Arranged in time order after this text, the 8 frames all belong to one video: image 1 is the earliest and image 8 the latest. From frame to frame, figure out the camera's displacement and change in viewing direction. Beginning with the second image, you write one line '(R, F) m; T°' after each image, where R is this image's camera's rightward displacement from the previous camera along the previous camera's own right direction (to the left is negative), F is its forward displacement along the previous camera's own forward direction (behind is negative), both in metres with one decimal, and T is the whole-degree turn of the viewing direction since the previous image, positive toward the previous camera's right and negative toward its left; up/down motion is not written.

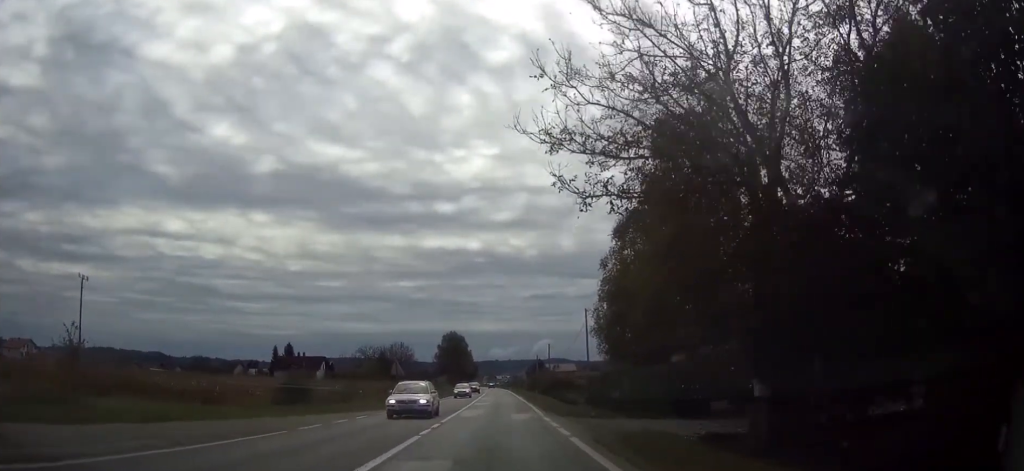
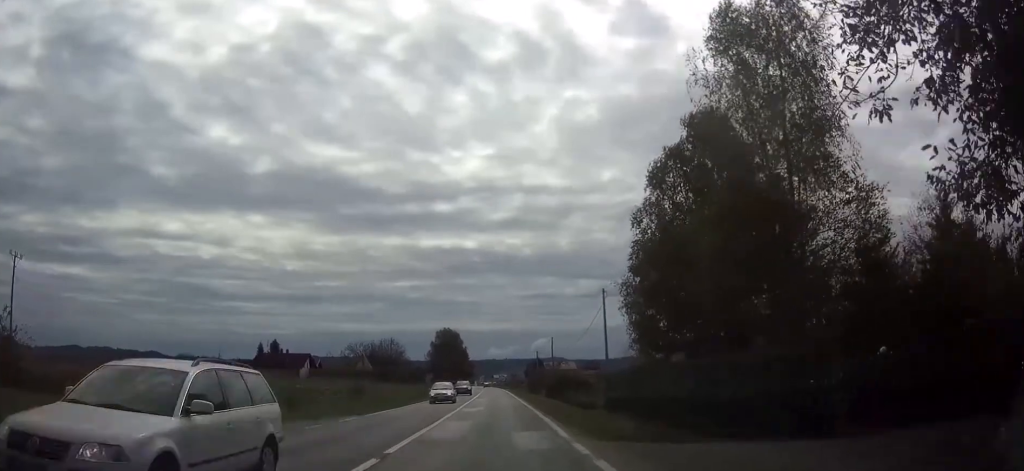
(0.0, +11.0) m; 0°
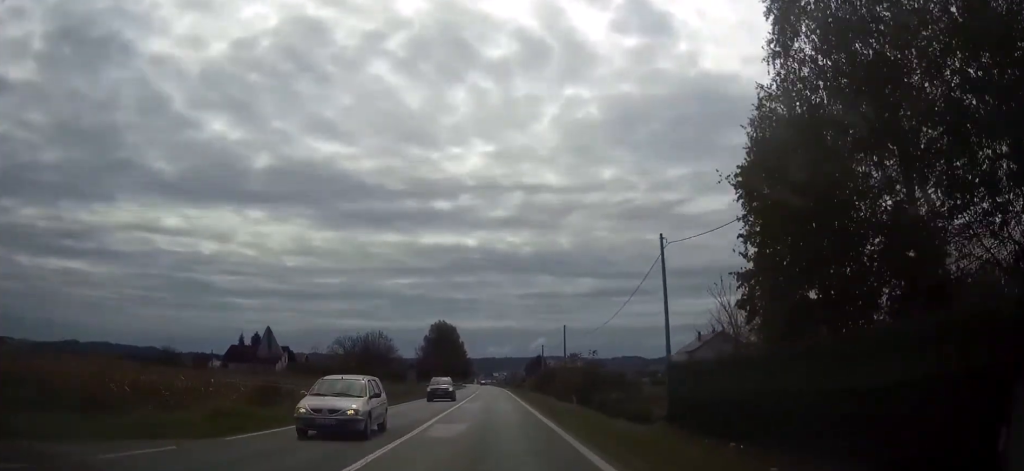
(0.0, +15.6) m; 0°
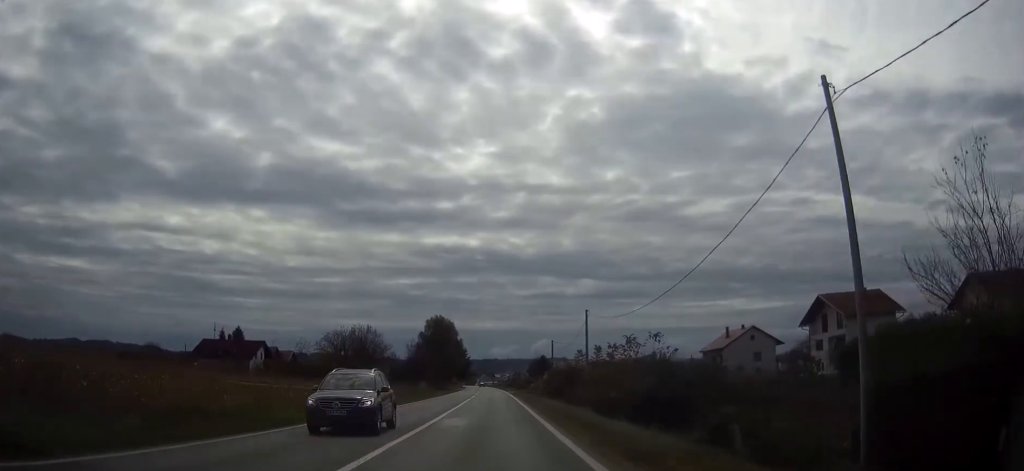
(0.0, +14.8) m; 0°
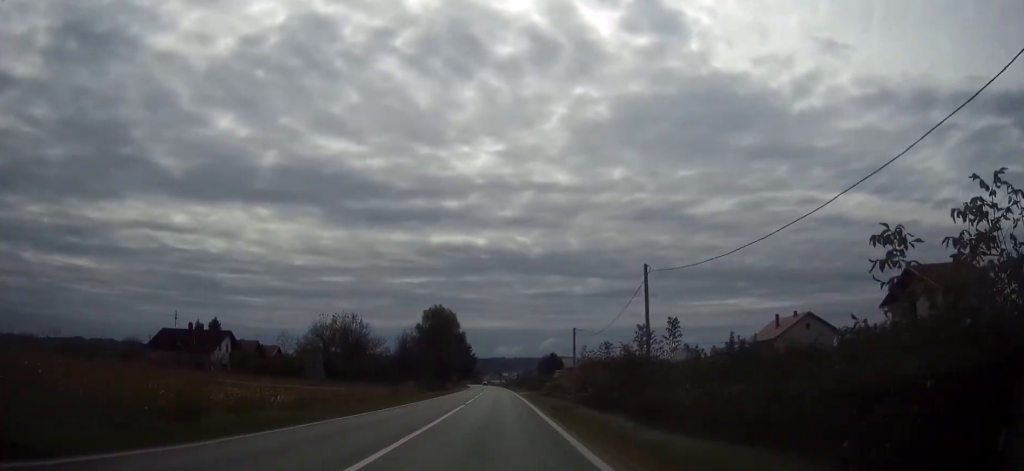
(-0.1, +17.8) m; -1°
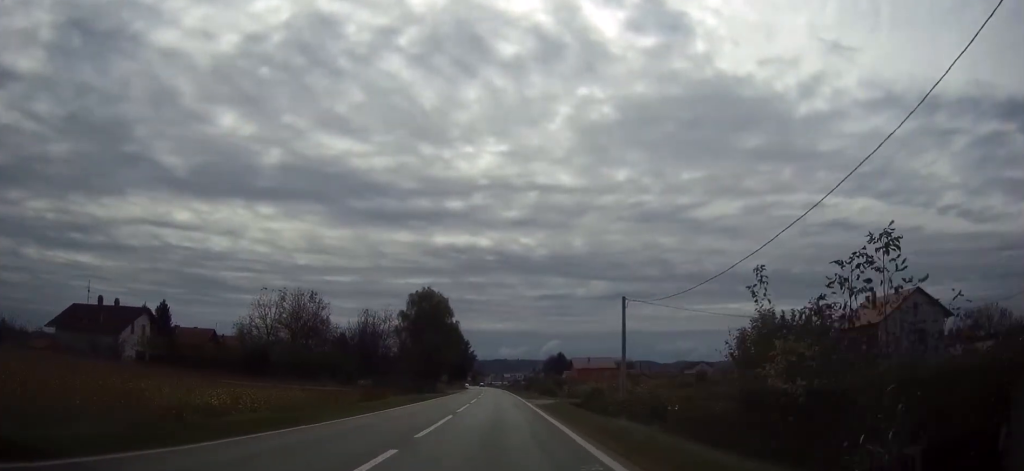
(-0.1, +24.4) m; 0°
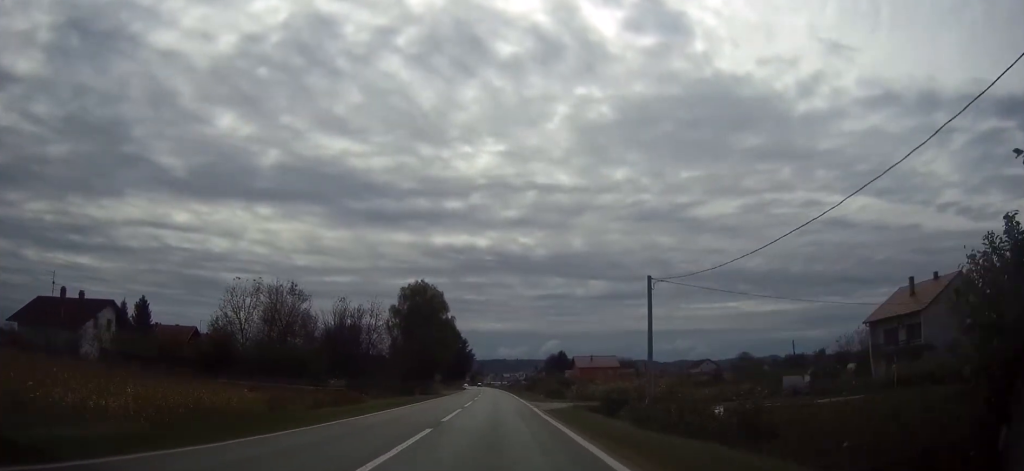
(0.0, +7.1) m; 0°
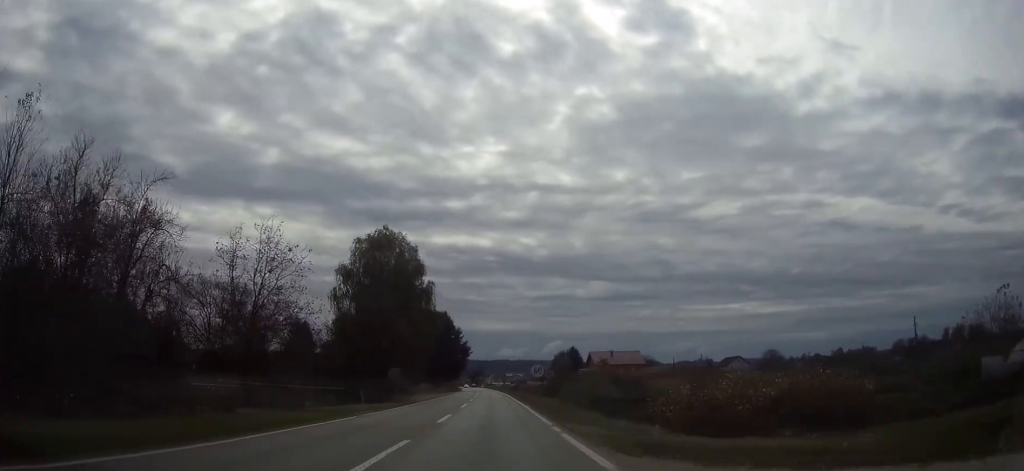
(0.0, +28.6) m; 0°
